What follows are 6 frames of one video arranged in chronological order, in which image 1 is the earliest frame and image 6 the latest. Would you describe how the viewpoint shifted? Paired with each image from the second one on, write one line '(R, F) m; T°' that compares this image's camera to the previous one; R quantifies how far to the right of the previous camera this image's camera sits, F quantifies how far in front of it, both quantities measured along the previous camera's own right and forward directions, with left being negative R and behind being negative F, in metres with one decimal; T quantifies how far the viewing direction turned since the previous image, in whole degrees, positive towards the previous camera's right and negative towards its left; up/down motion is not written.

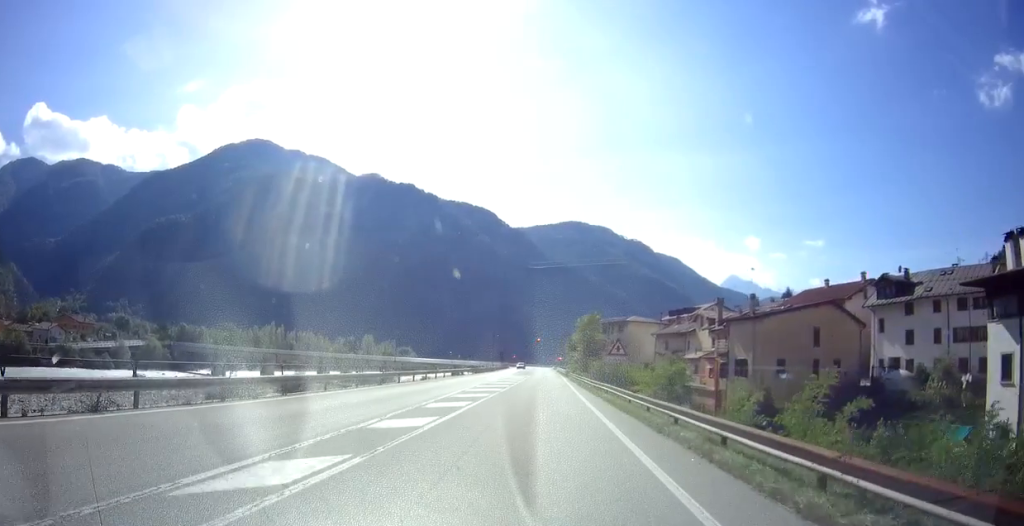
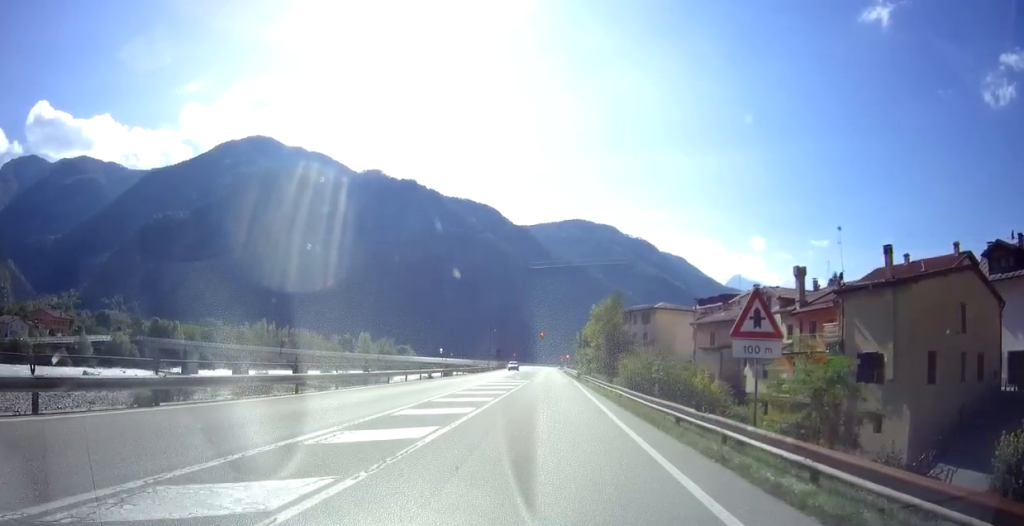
(-0.1, +18.5) m; 0°
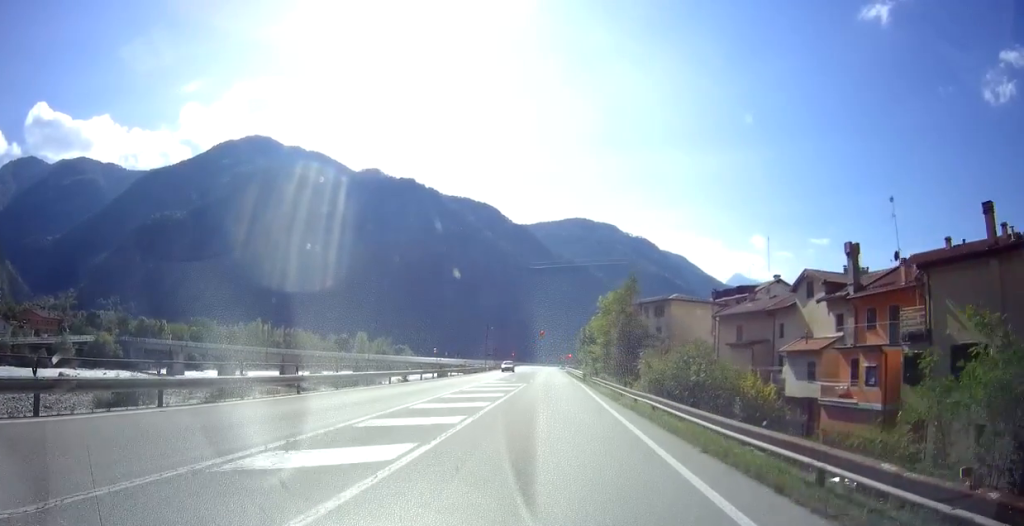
(+0.1, +7.5) m; 0°
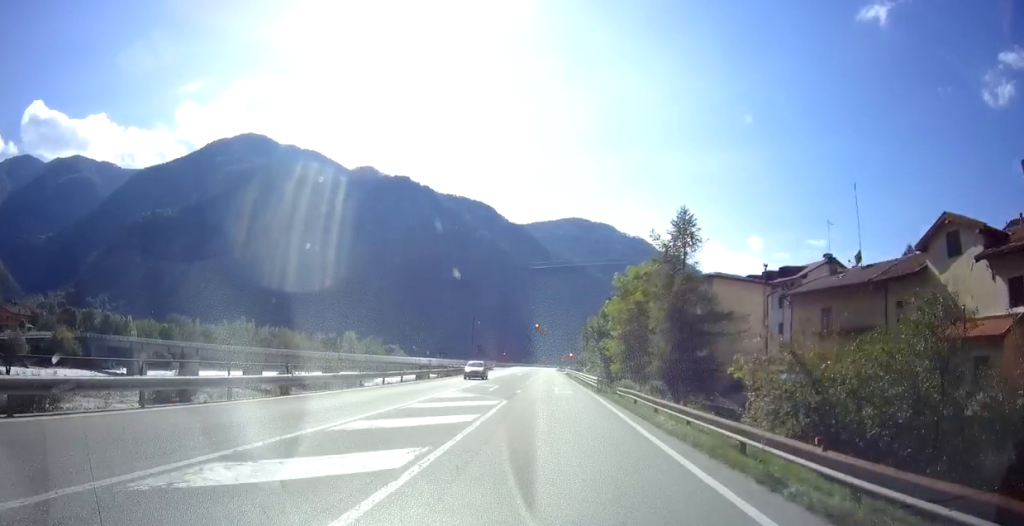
(-0.1, +15.4) m; +1°
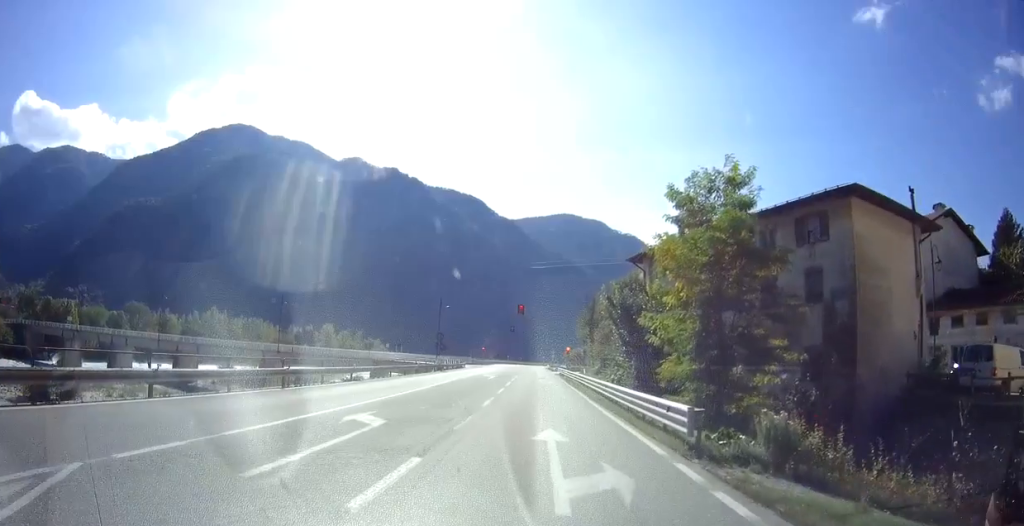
(+0.7, +21.3) m; +1°
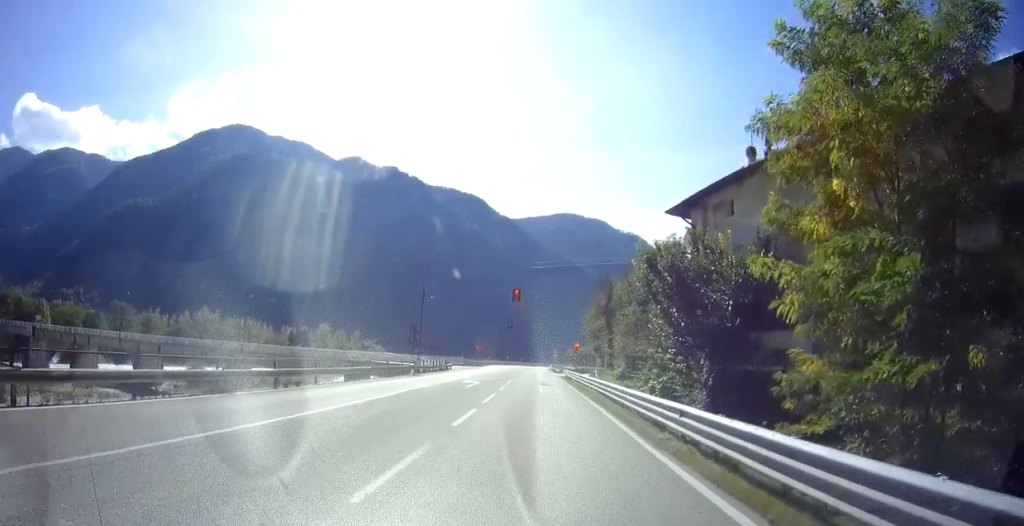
(-0.3, +11.4) m; -1°
